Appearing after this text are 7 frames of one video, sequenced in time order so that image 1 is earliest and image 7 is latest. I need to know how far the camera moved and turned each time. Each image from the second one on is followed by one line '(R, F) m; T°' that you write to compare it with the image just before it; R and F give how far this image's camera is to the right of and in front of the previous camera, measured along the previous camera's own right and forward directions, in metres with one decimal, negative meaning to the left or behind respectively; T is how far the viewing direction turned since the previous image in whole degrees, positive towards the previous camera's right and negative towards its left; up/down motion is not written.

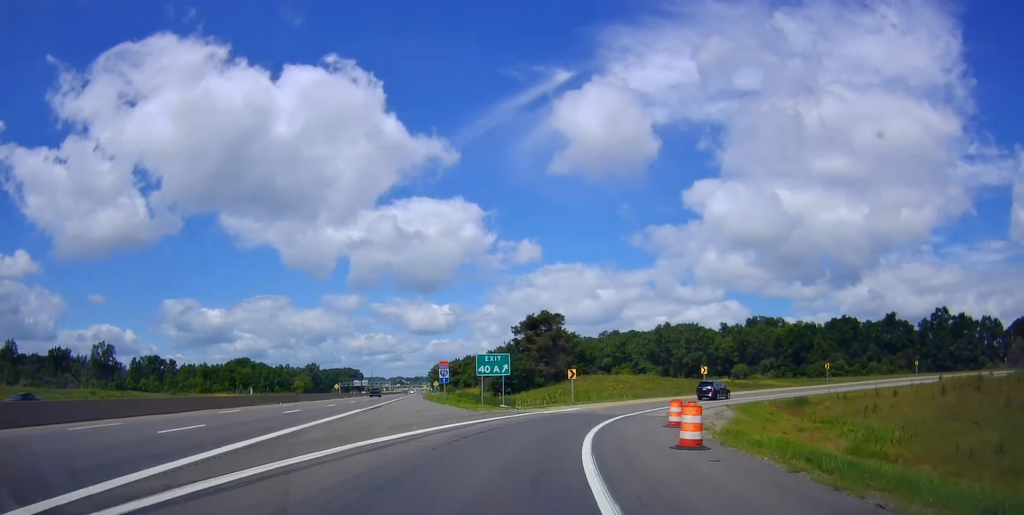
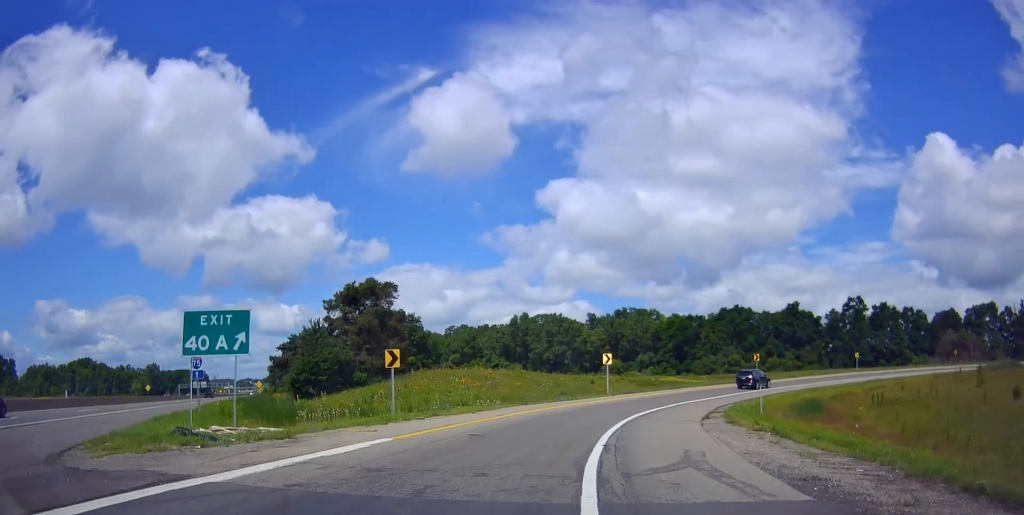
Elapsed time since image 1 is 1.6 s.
(+1.5, +30.9) m; +7°
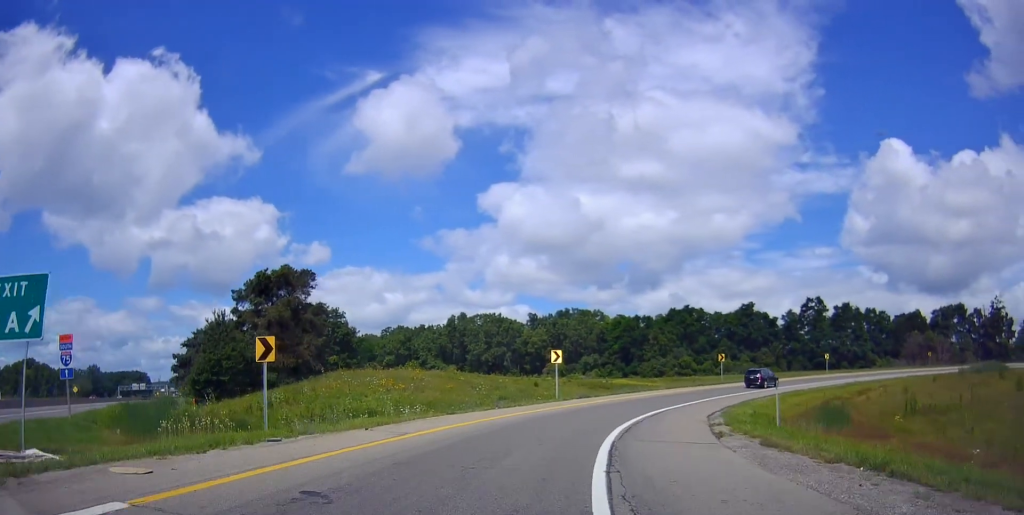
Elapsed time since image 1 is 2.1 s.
(+0.2, +9.4) m; +3°
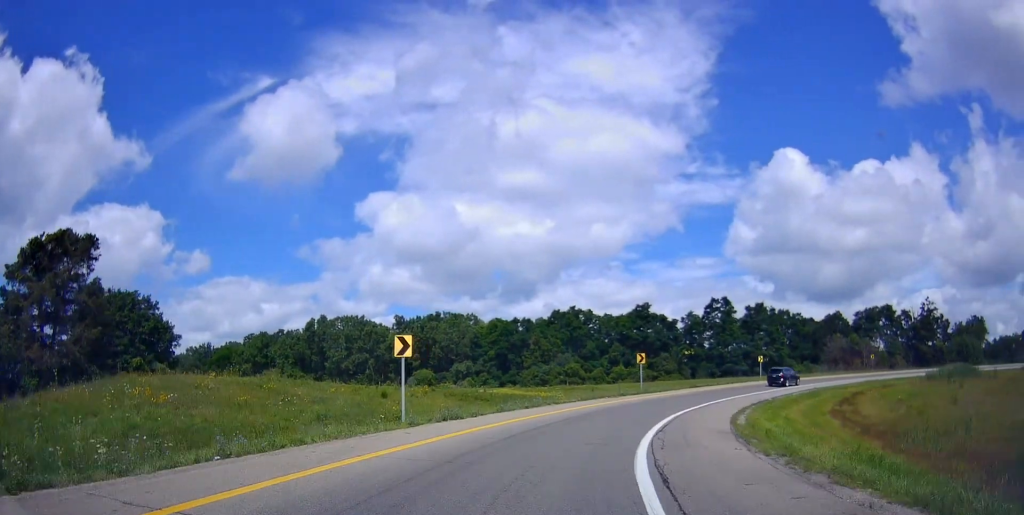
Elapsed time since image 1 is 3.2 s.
(+0.9, +18.4) m; +7°
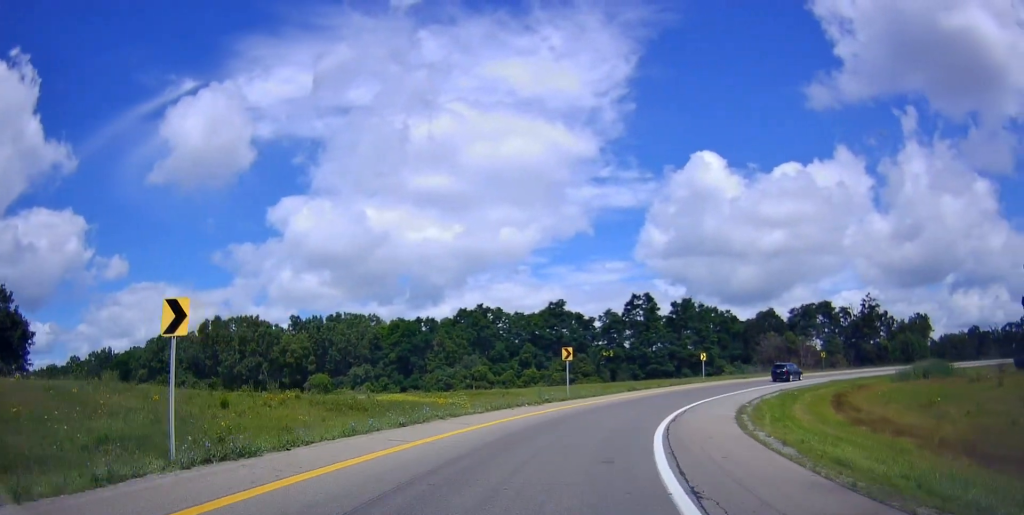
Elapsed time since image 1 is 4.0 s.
(+0.5, +11.1) m; +6°
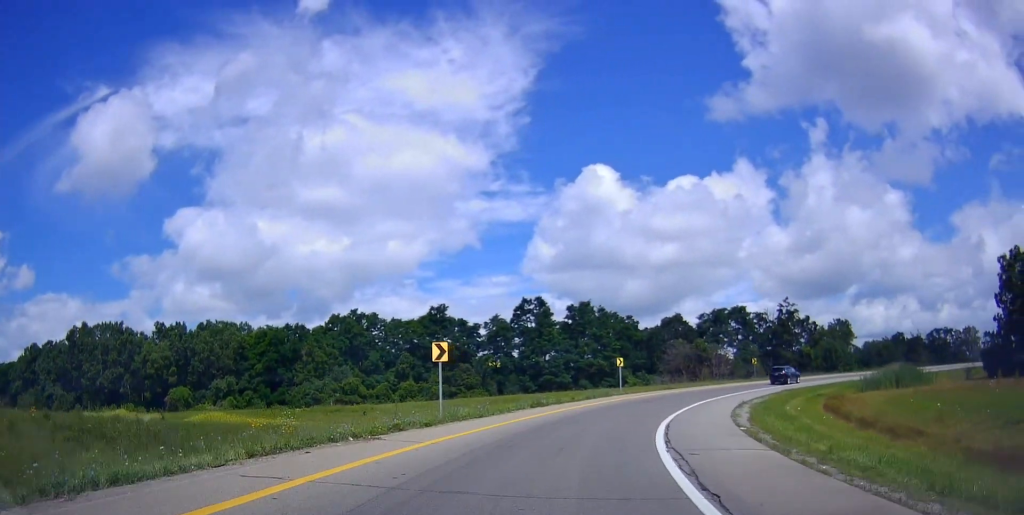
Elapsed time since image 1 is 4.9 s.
(+0.5, +12.7) m; +9°
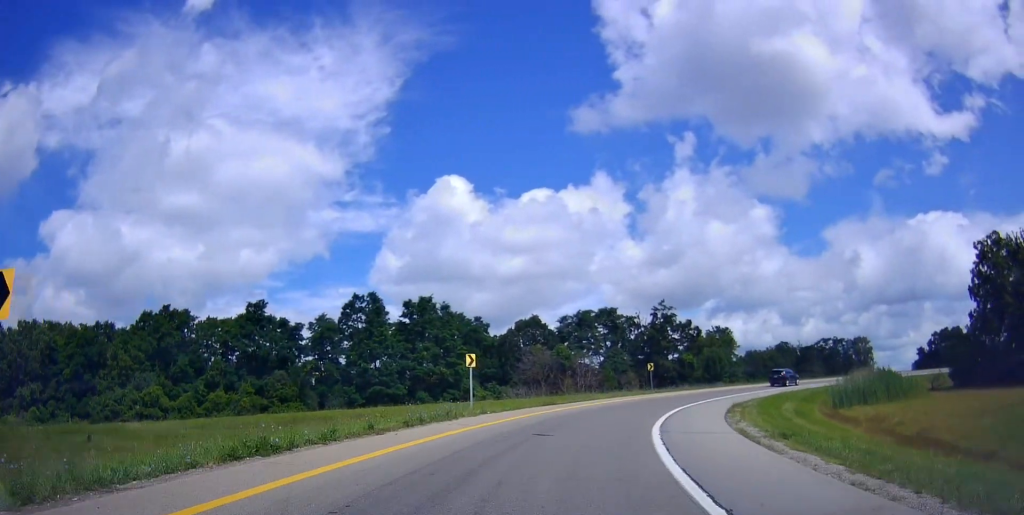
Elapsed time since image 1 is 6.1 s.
(+2.6, +16.7) m; +17°
